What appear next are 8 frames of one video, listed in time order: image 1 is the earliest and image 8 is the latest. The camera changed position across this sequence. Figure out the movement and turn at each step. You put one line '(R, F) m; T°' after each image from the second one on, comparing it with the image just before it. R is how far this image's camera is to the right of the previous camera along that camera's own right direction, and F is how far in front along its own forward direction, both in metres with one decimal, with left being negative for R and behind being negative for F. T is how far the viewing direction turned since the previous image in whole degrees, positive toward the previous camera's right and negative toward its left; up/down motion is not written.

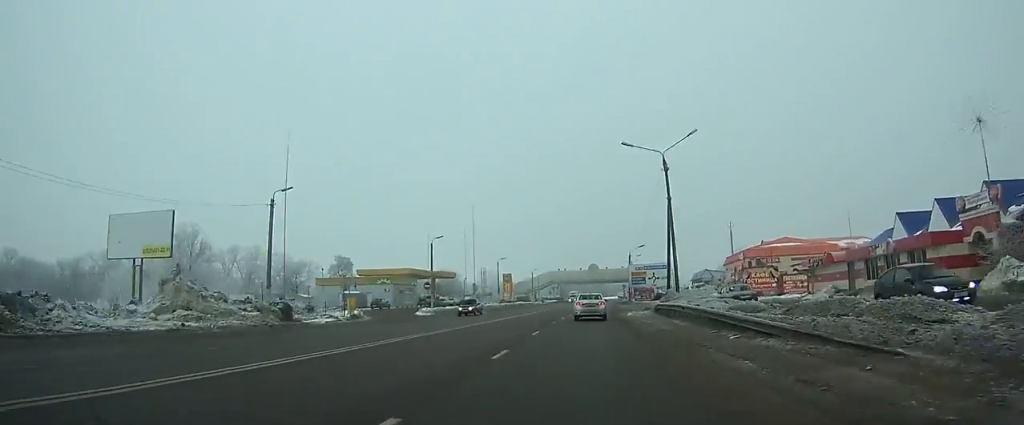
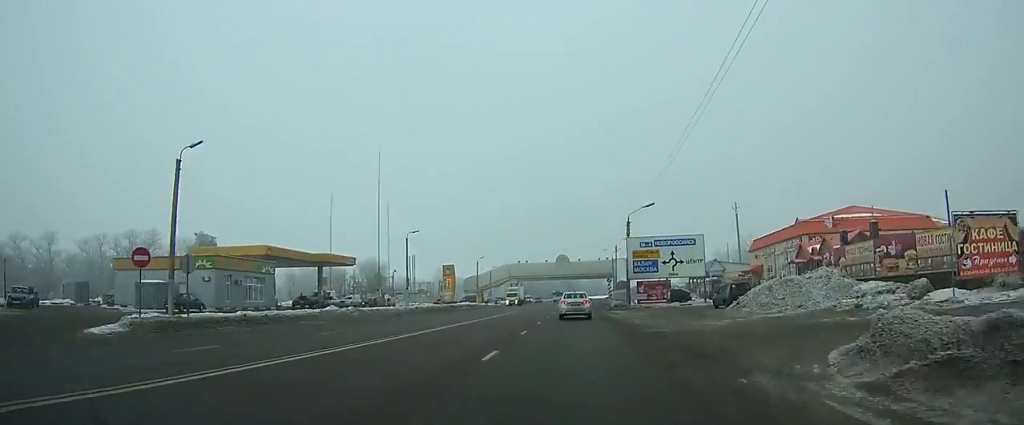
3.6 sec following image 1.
(+0.7, +40.0) m; +2°
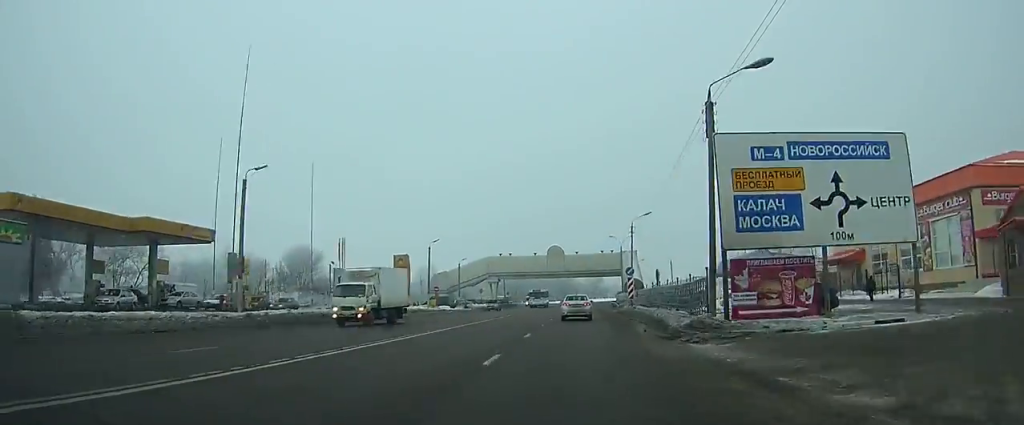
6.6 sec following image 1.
(+0.6, +33.0) m; +2°
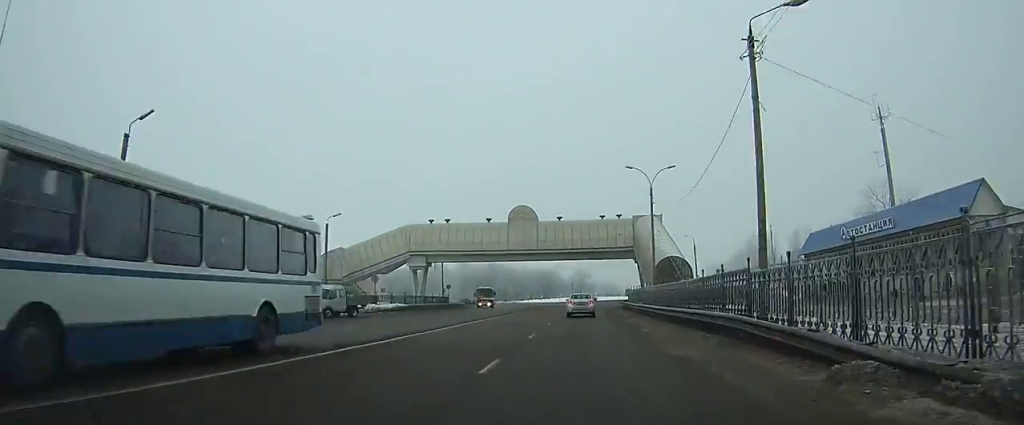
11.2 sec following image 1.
(+0.7, +49.9) m; +2°
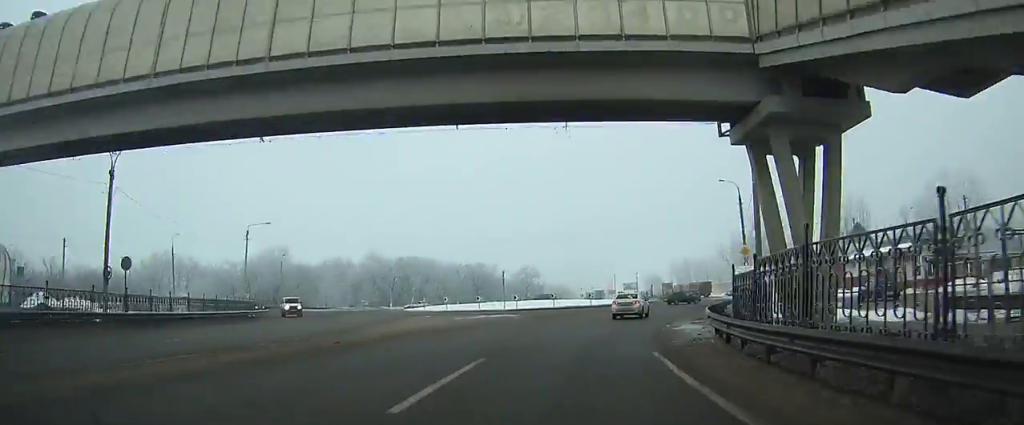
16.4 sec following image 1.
(+2.4, +54.2) m; +10°
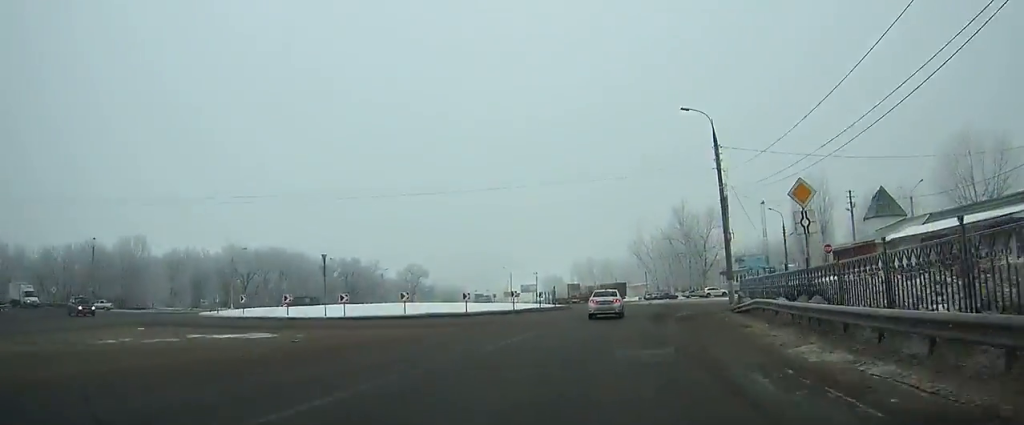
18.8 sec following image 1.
(+2.0, +24.0) m; +5°
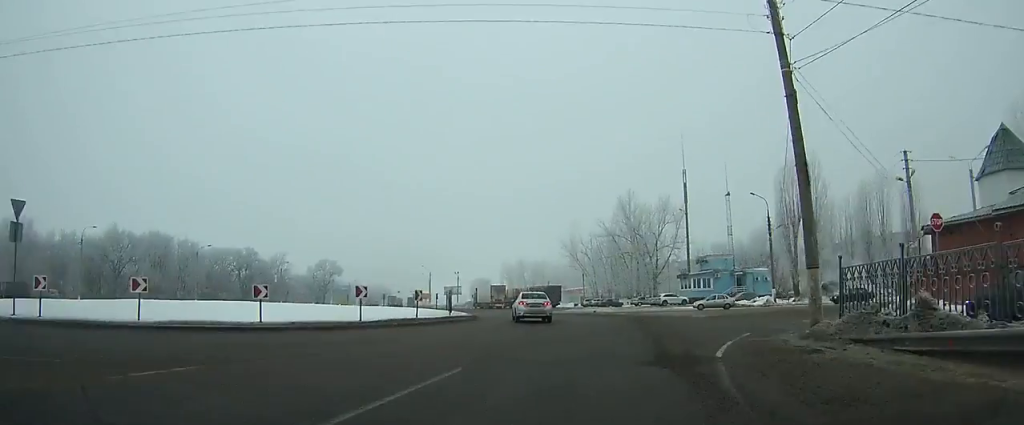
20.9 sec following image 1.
(+0.6, +21.0) m; -2°
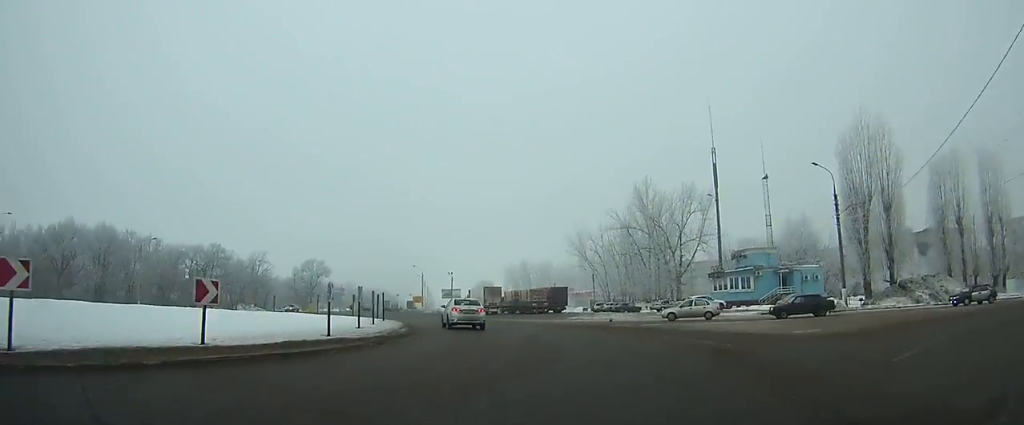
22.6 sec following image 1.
(+1.1, +16.9) m; -4°
